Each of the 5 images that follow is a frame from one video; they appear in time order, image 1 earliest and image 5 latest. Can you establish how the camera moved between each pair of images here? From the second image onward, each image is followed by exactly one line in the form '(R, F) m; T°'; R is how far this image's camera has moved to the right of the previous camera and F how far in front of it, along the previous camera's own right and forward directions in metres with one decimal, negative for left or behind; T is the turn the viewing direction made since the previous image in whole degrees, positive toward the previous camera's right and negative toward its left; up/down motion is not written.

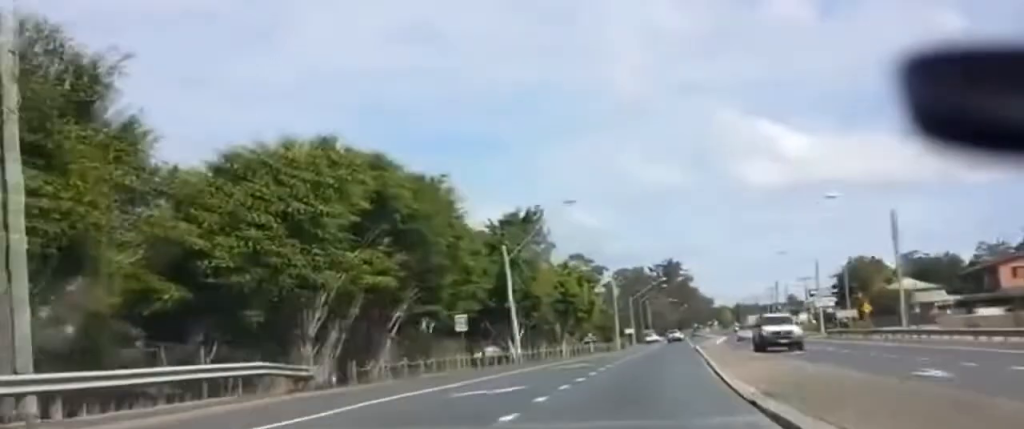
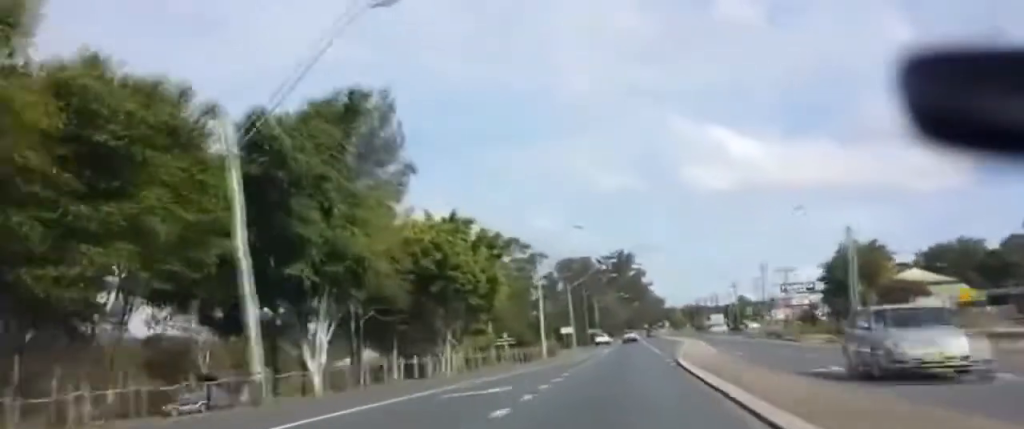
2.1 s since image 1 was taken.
(+1.4, +37.7) m; 0°
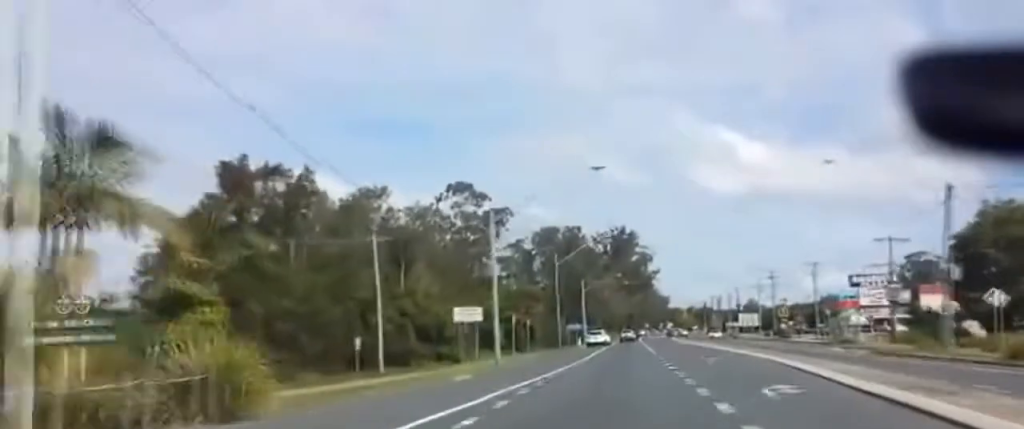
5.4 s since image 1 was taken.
(-0.9, +59.2) m; 0°
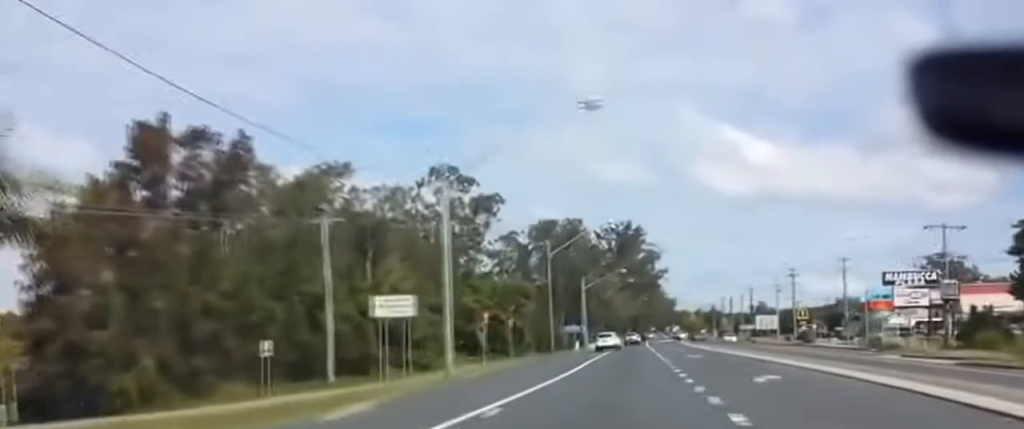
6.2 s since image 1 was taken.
(-0.7, +12.6) m; -2°
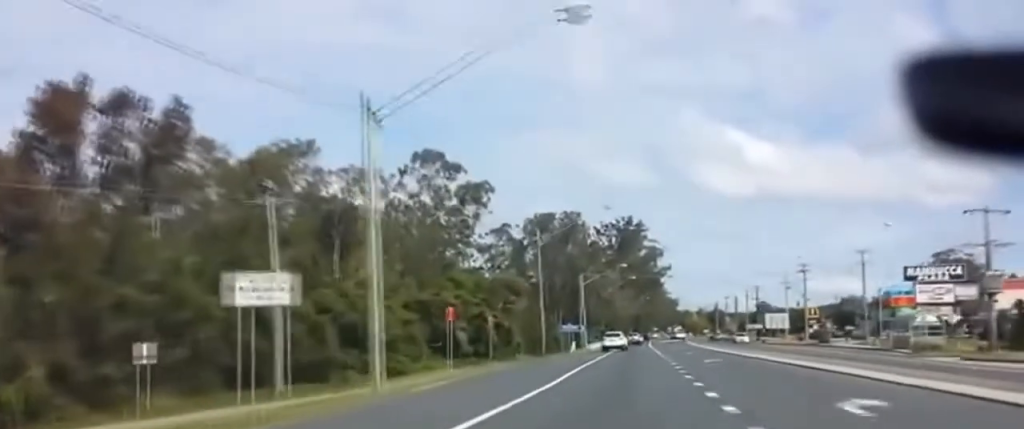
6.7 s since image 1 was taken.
(+0.1, +9.8) m; 0°
